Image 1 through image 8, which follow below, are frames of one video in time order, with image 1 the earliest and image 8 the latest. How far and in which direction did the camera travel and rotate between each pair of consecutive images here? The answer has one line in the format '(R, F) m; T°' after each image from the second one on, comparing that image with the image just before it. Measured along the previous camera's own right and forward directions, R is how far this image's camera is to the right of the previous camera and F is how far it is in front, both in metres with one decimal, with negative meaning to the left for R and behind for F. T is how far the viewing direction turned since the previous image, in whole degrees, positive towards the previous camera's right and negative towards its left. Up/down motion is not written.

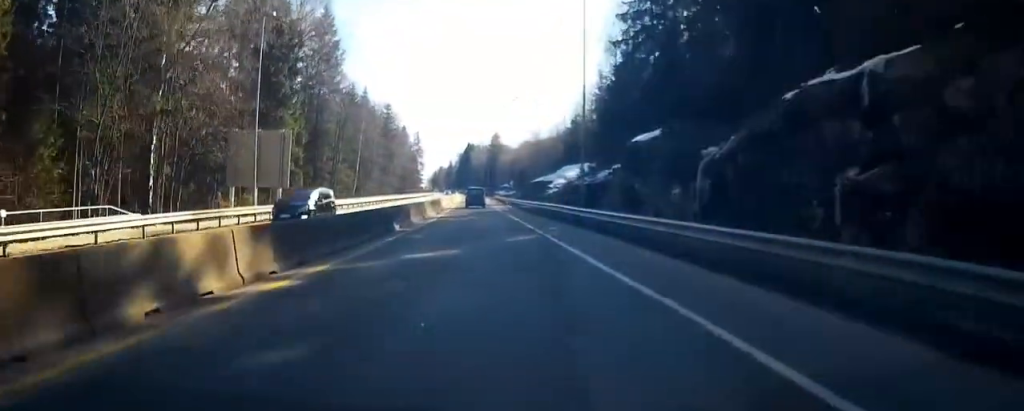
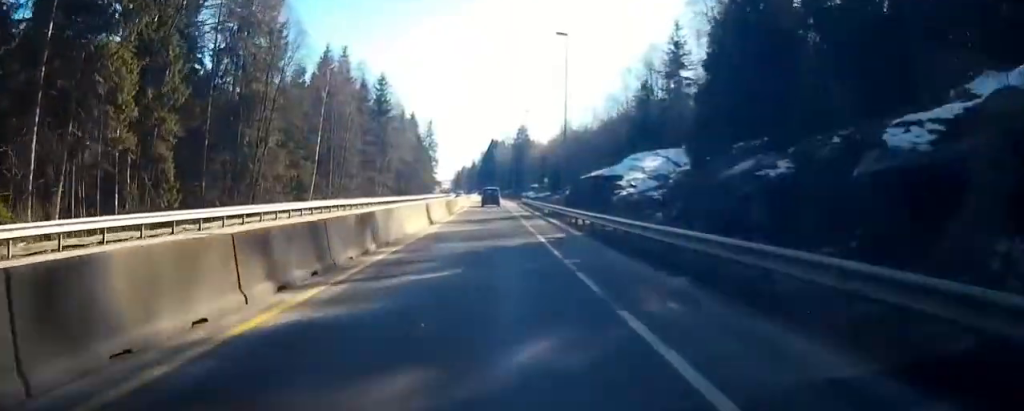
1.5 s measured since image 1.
(-0.6, +28.6) m; -3°
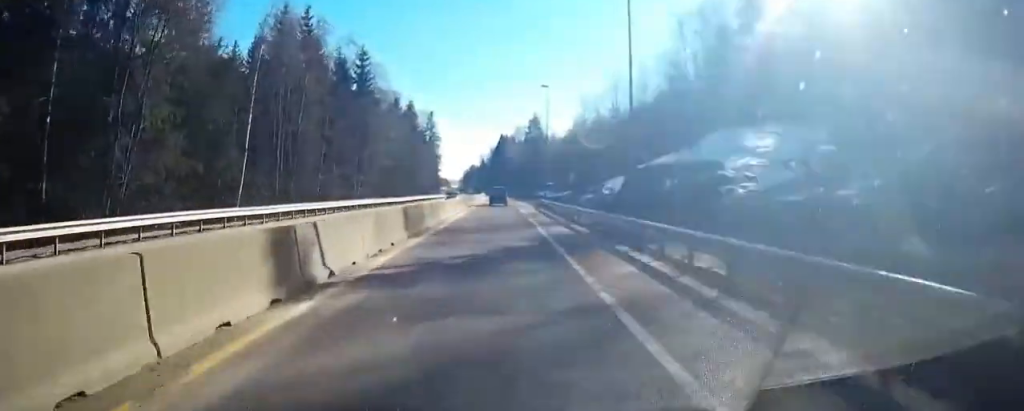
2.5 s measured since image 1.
(-0.3, +17.6) m; -2°
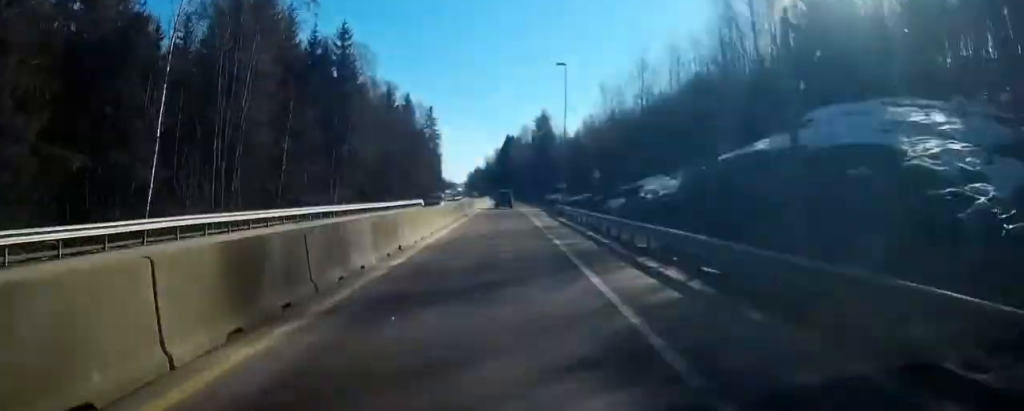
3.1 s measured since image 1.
(-0.2, +11.3) m; -1°
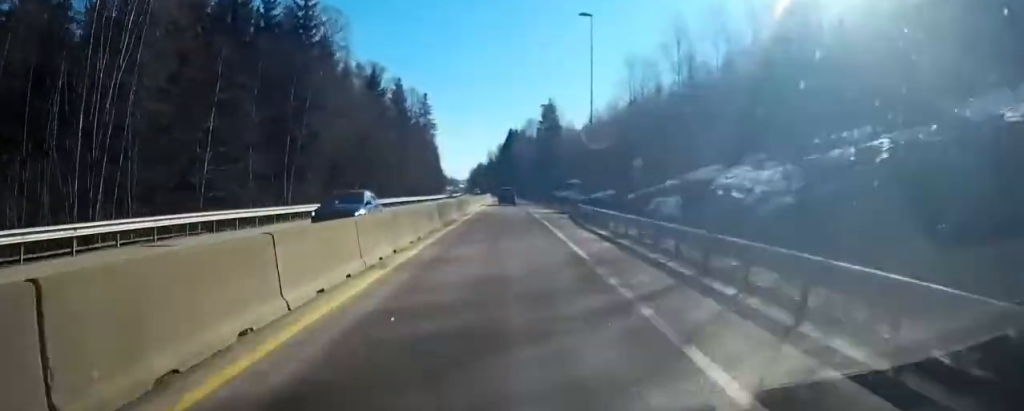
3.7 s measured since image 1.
(0.0, +12.8) m; 0°
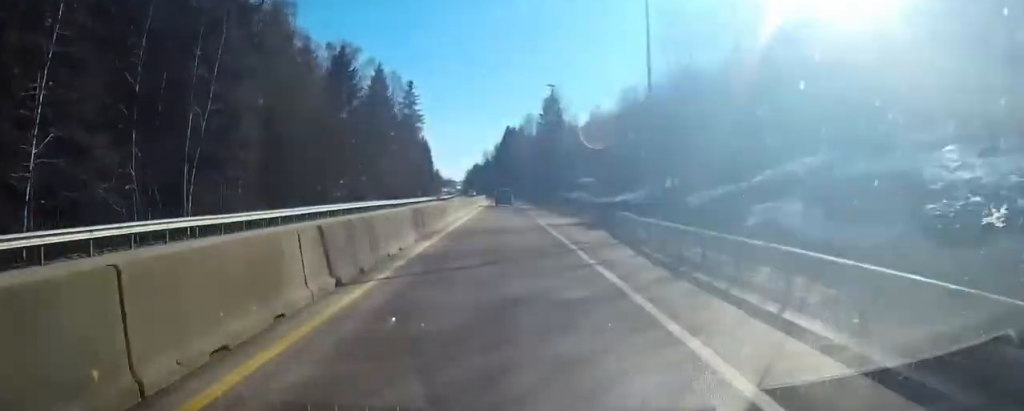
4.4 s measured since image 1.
(0.0, +13.6) m; 0°
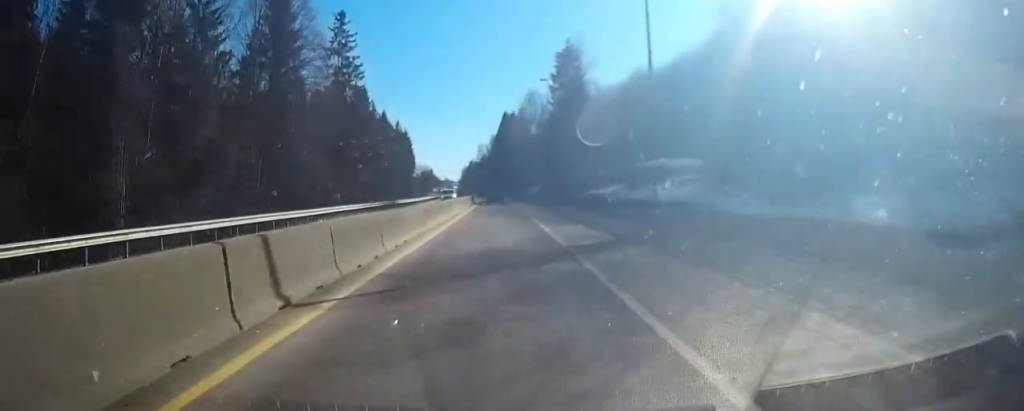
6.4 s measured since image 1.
(-0.6, +40.6) m; -3°
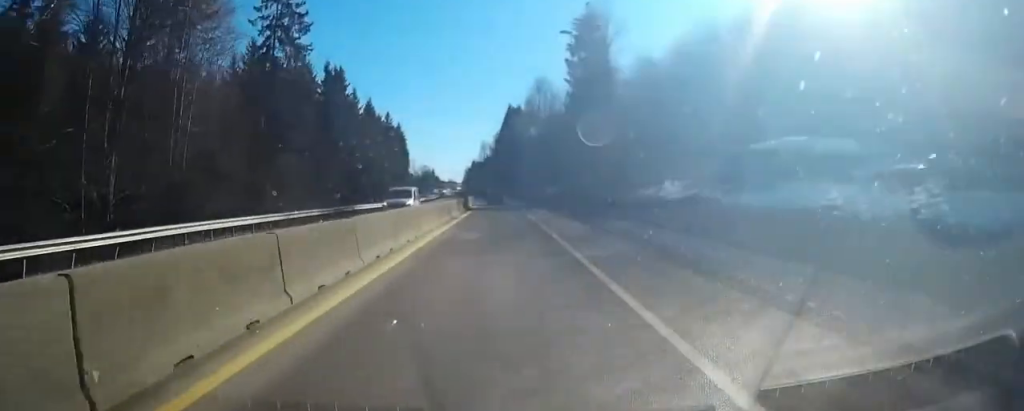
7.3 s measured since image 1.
(-0.3, +18.8) m; 0°
